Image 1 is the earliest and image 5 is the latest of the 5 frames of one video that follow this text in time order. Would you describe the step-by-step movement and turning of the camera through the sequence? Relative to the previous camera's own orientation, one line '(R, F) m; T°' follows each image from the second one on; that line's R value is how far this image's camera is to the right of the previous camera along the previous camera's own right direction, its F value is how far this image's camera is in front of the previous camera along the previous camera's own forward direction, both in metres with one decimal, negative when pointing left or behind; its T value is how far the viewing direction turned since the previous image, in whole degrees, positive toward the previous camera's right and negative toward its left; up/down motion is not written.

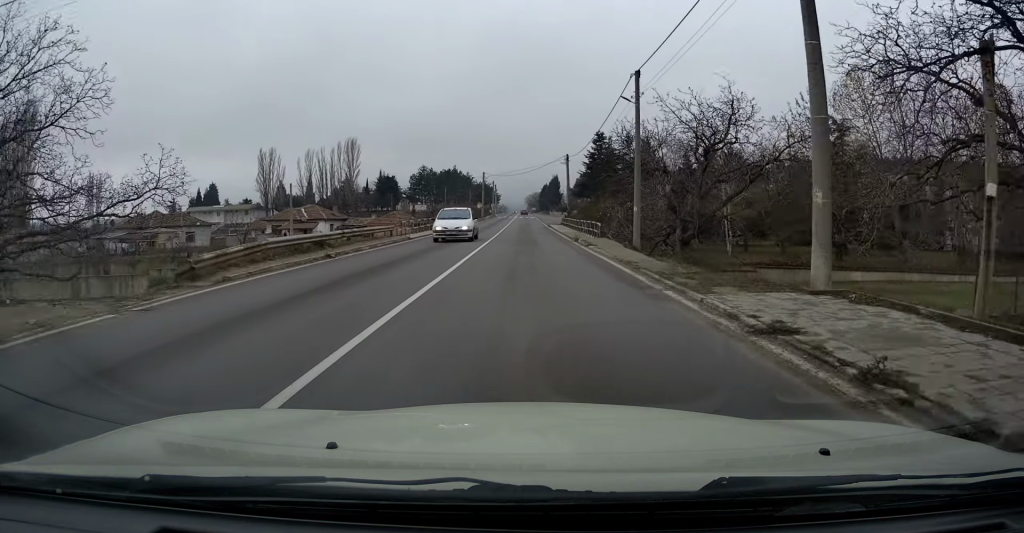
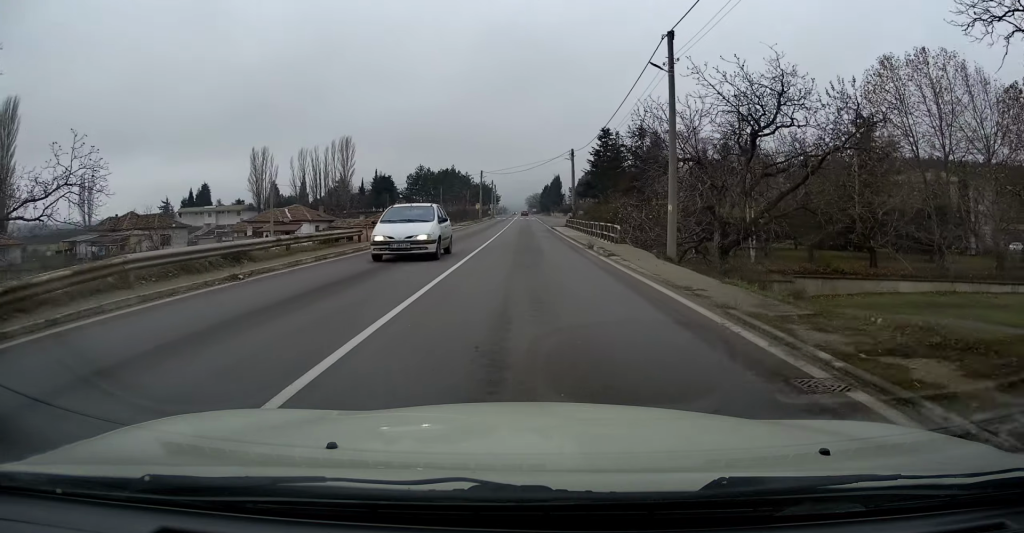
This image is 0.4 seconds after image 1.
(+0.1, +6.0) m; 0°
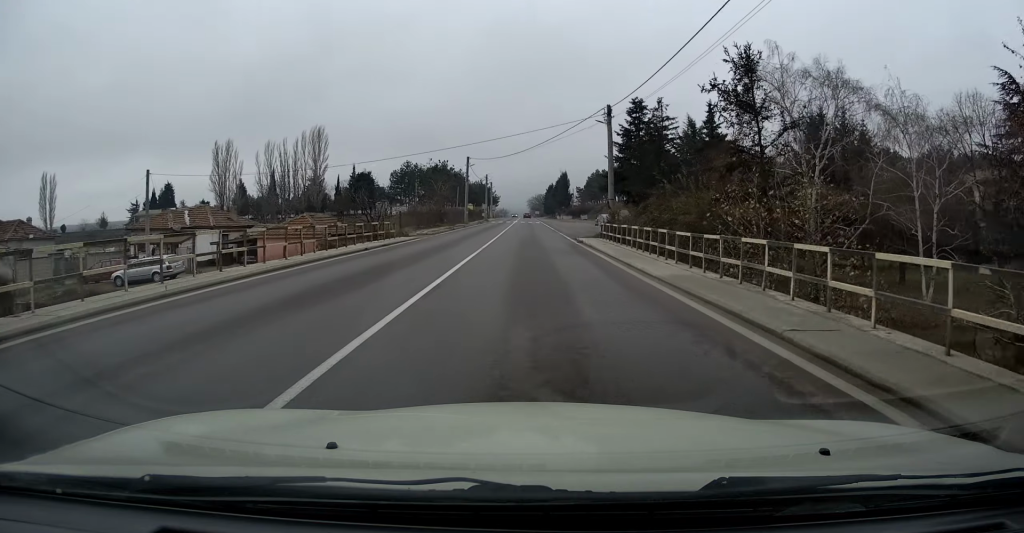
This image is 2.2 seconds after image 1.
(-0.3, +24.5) m; -2°
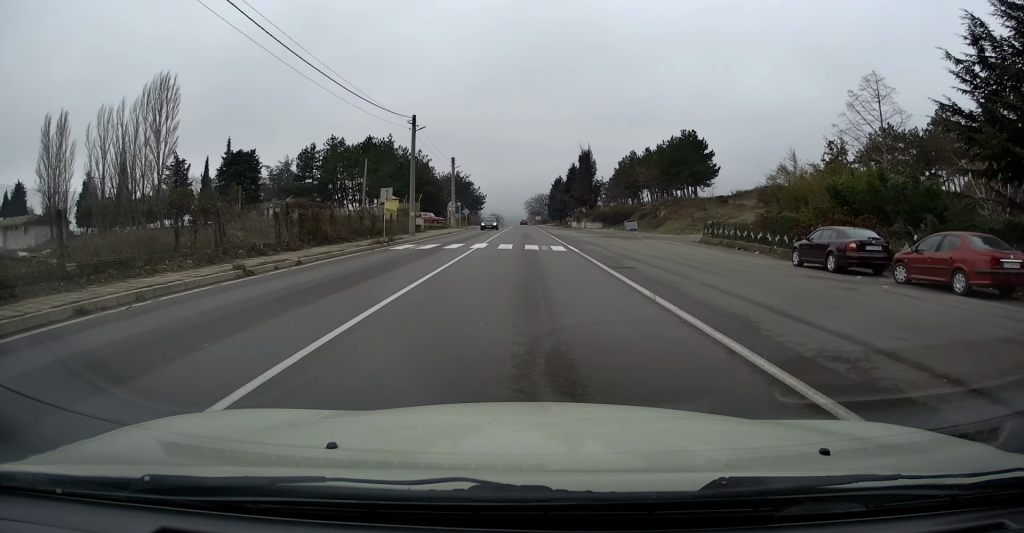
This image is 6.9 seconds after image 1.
(+2.0, +64.1) m; +2°
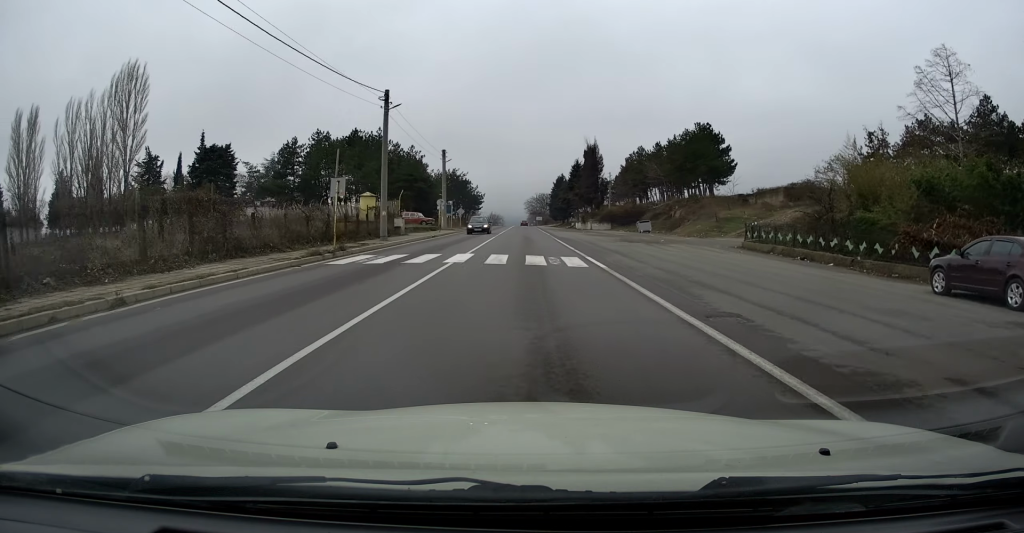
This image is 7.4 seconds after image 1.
(0.0, +7.9) m; 0°
